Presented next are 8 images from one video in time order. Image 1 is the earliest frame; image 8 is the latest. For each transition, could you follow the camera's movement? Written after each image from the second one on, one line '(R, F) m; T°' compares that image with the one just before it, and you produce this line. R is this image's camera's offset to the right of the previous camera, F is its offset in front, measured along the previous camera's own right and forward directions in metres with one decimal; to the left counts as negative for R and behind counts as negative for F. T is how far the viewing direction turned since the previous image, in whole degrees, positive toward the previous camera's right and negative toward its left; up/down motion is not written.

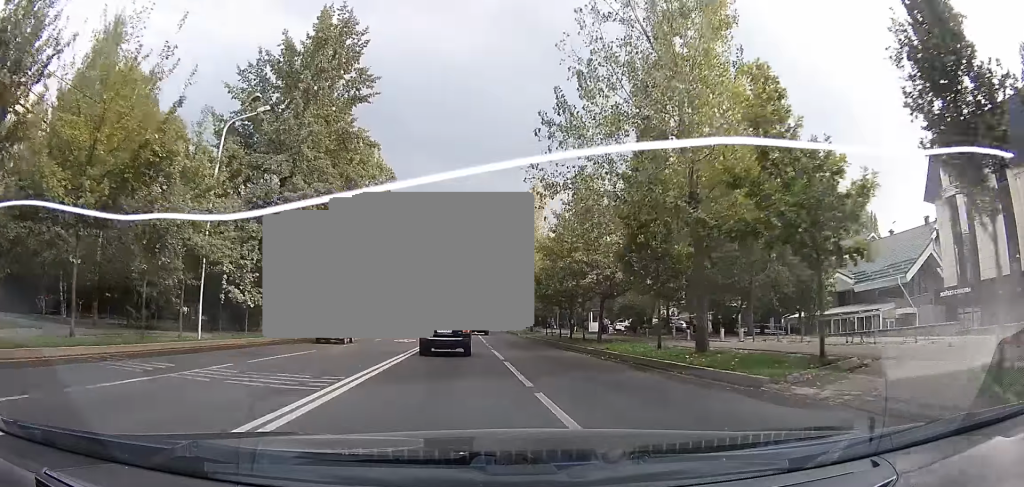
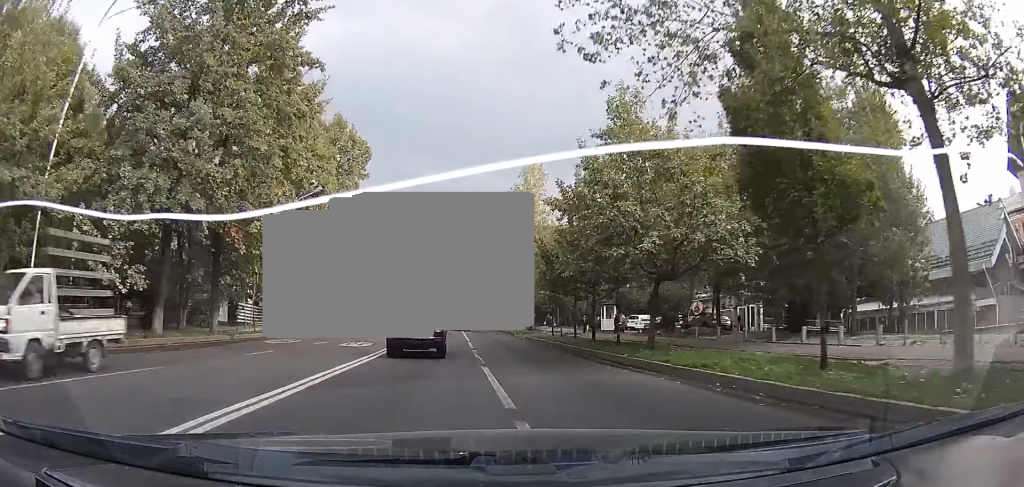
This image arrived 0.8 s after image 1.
(+0.1, +10.9) m; 0°
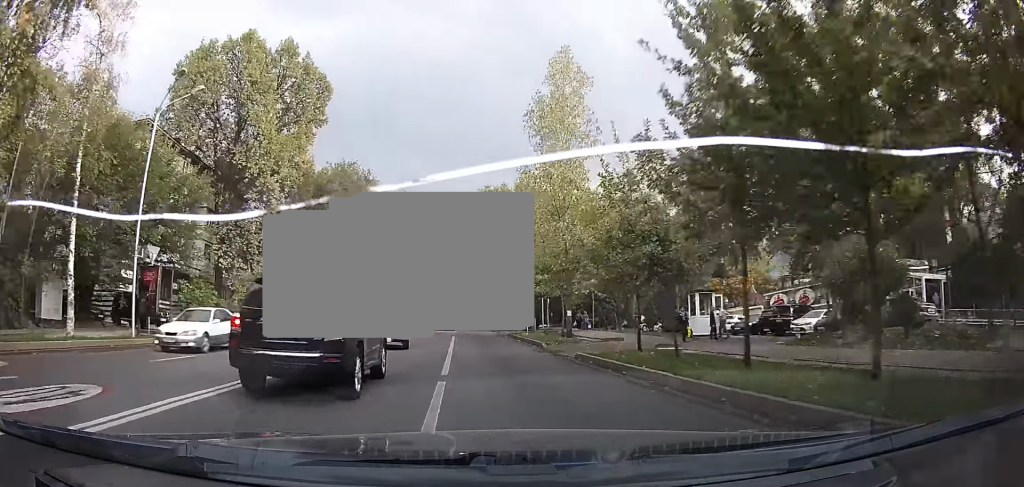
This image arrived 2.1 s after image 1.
(-0.1, +20.3) m; -1°
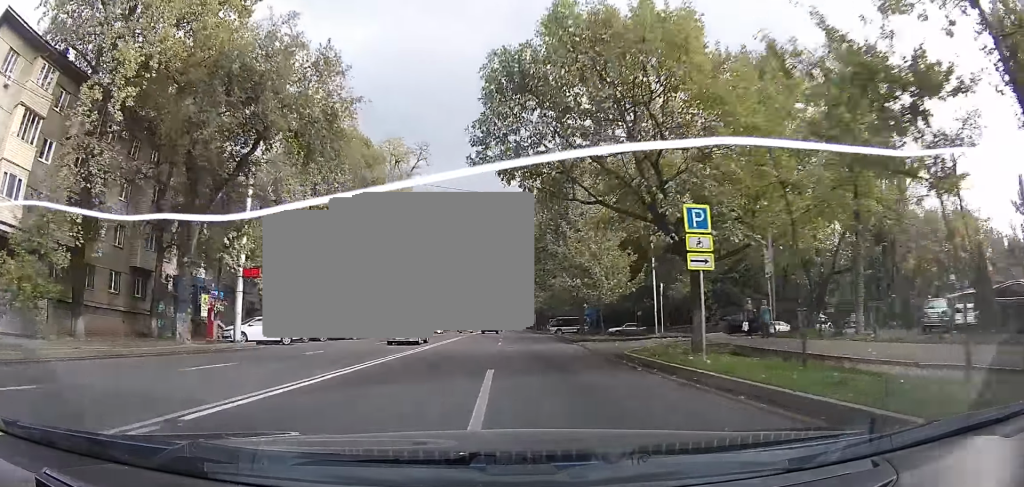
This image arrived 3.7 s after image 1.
(-0.7, +24.9) m; -3°
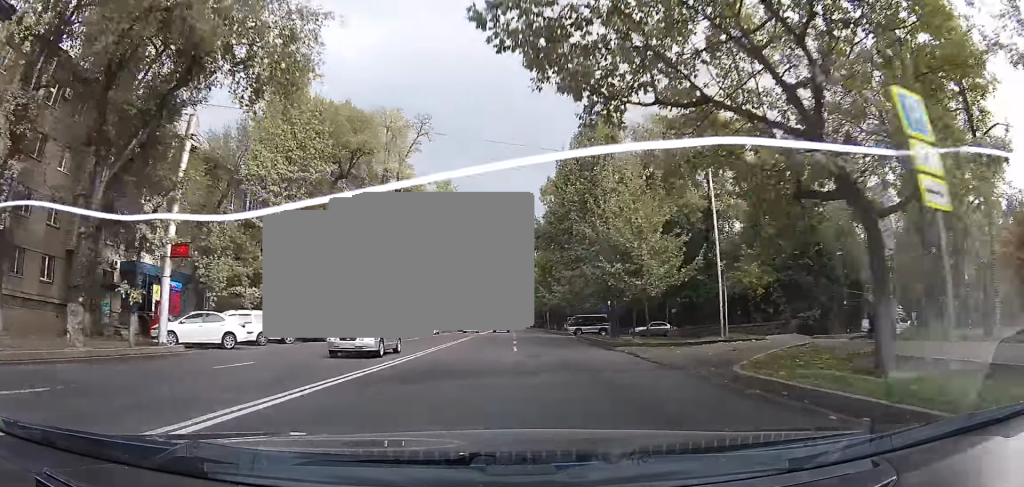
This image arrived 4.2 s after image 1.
(-0.1, +8.0) m; 0°
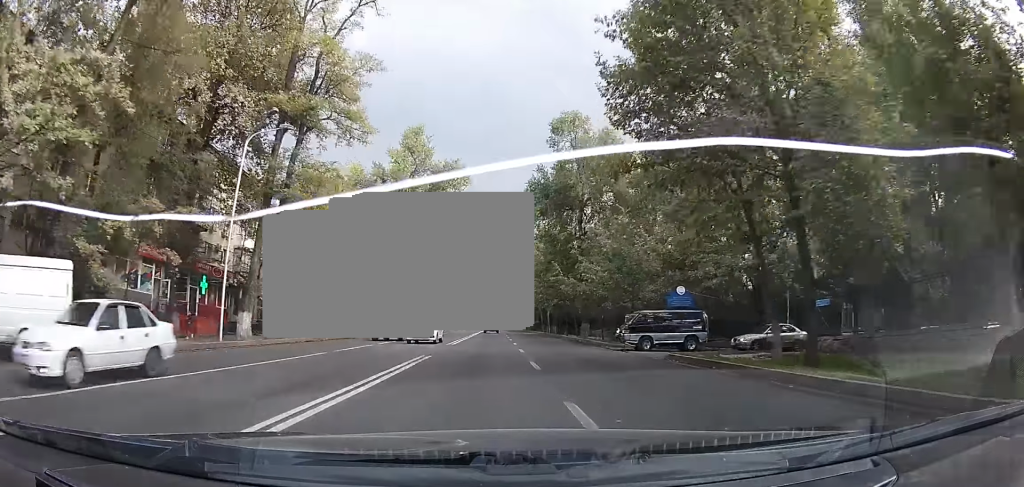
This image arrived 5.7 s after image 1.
(-0.1, +24.6) m; 0°
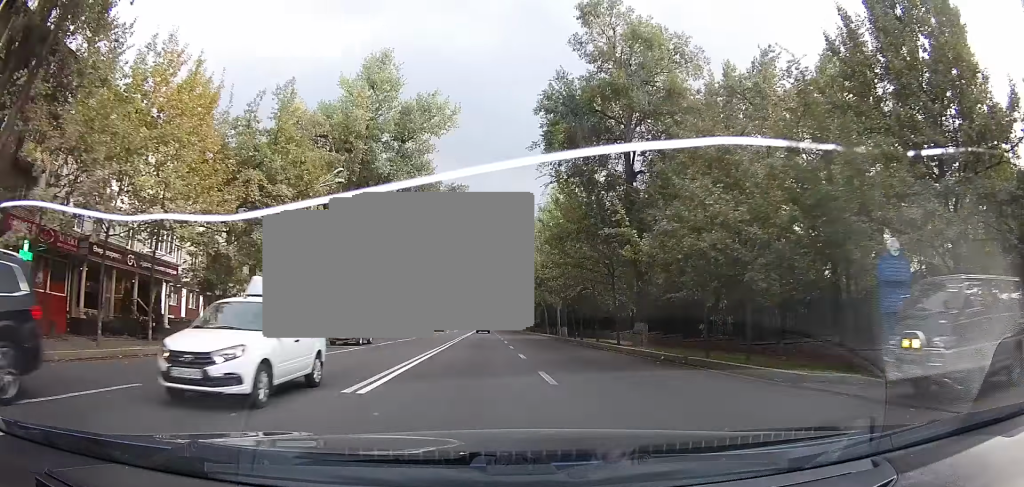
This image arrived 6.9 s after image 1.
(+0.2, +19.1) m; +1°
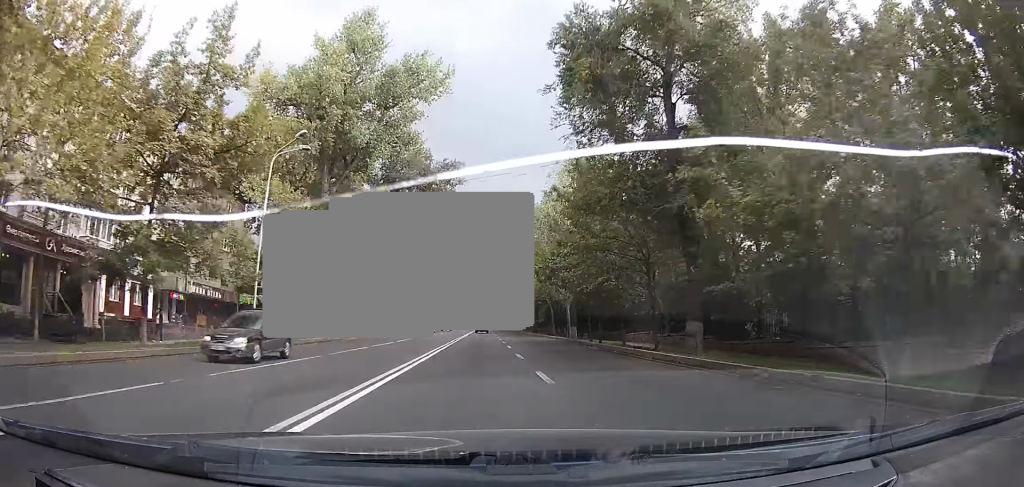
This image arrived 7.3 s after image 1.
(+0.1, +7.5) m; 0°
